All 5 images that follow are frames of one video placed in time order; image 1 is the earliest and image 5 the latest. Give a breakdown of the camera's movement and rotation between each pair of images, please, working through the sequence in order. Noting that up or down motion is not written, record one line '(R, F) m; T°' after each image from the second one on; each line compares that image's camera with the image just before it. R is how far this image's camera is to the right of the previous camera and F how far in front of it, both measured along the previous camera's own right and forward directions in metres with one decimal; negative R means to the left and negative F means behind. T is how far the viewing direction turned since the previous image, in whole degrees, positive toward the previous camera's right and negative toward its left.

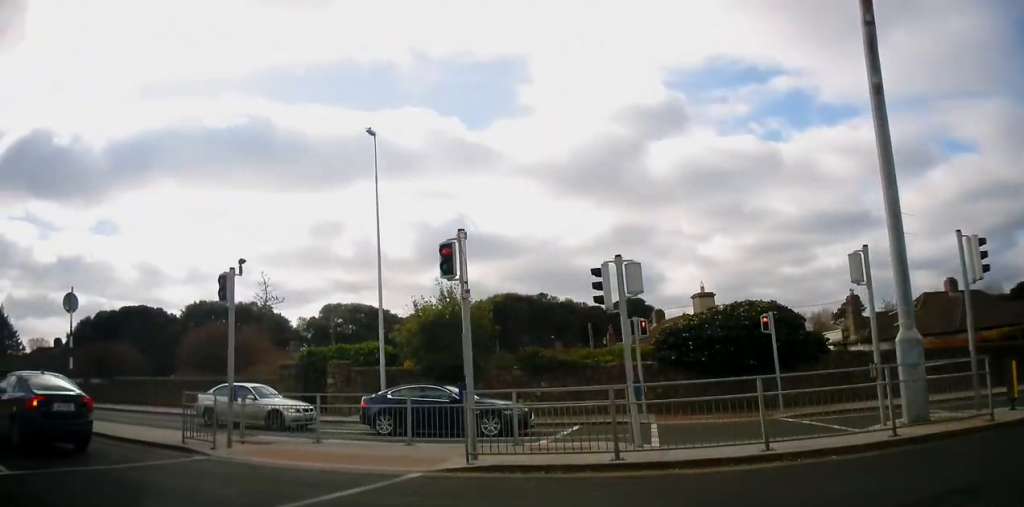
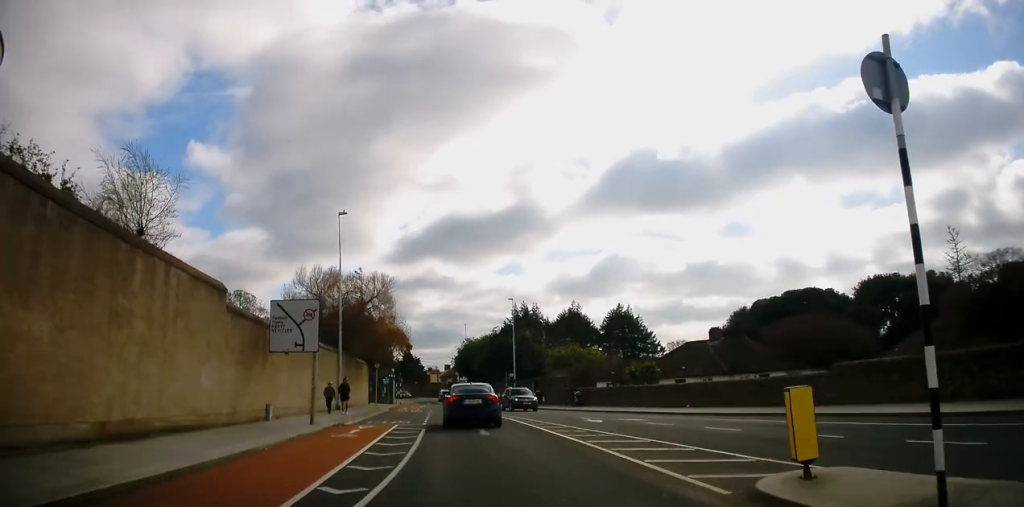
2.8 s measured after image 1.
(-6.2, +8.5) m; -71°
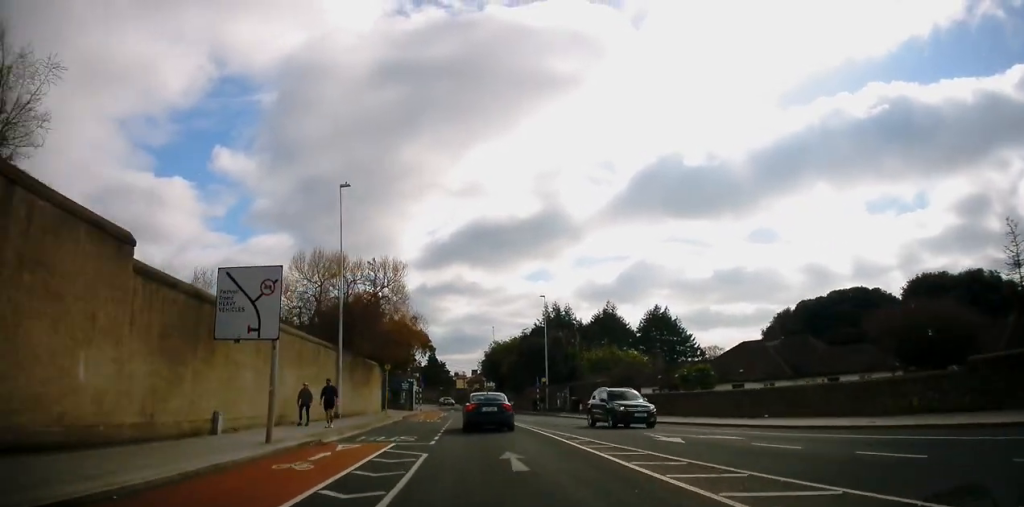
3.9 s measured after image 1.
(-1.2, +5.8) m; -13°
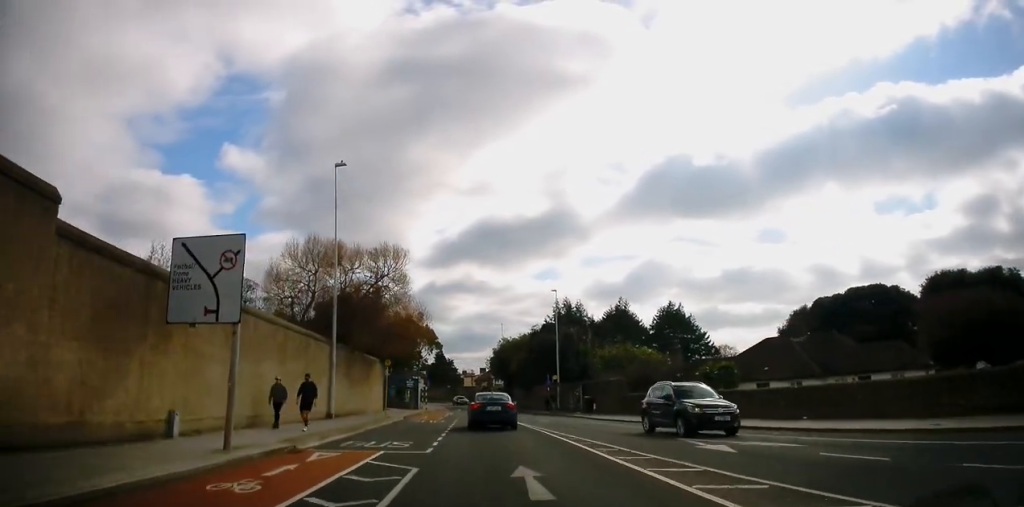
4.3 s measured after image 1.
(-0.1, +2.5) m; -1°
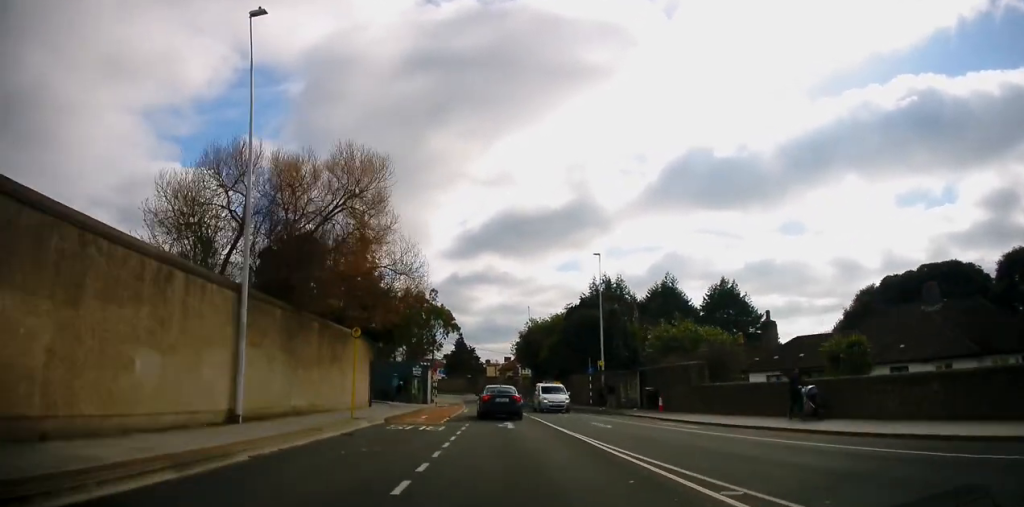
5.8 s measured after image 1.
(-0.3, +10.2) m; -4°
